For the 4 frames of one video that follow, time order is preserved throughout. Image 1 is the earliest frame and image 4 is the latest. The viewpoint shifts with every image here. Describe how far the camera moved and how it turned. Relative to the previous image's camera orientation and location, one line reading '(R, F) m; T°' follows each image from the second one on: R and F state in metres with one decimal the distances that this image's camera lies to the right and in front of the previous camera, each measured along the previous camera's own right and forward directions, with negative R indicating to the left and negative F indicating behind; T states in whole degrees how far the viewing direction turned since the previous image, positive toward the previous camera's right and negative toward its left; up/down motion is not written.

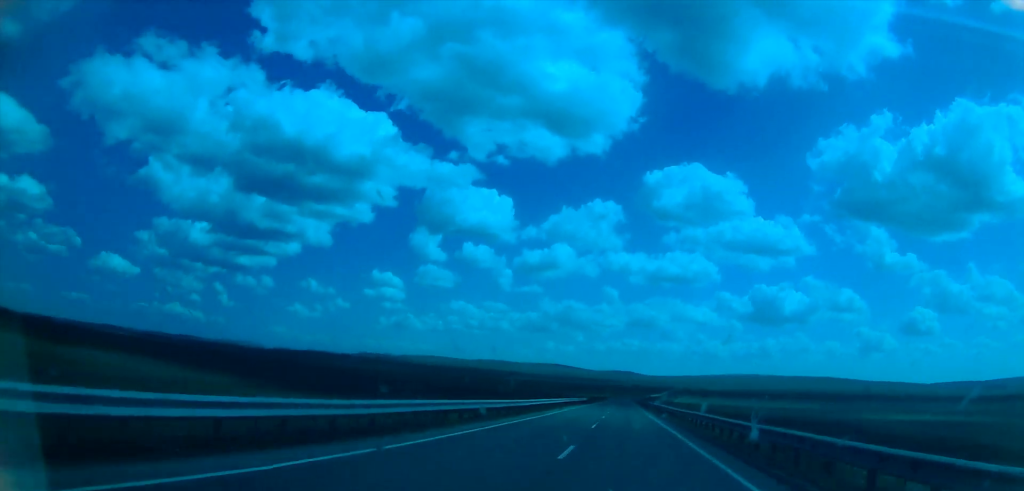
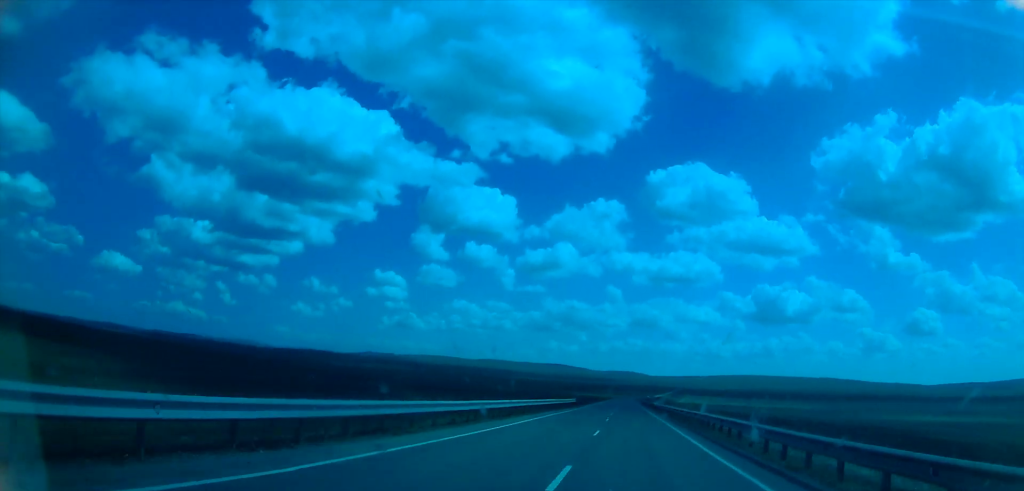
(-0.5, +27.5) m; 0°
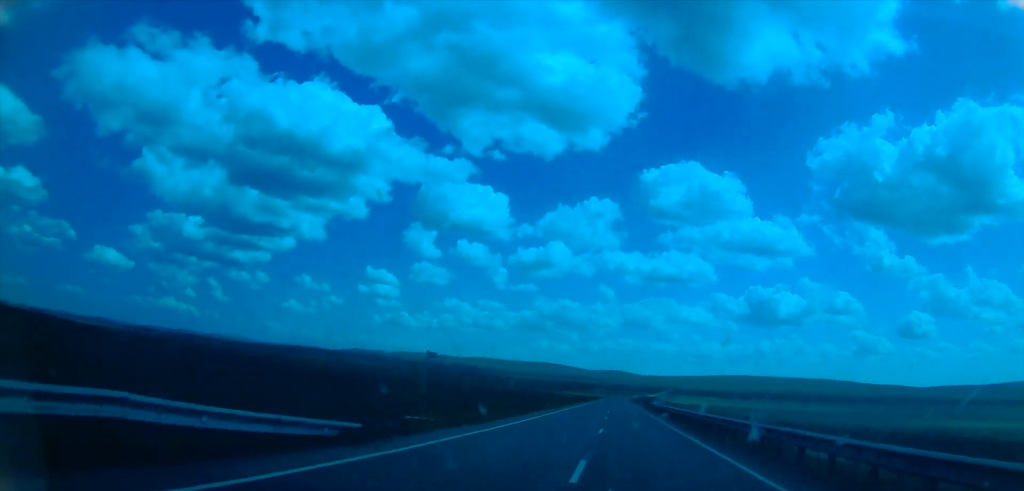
(+1.0, +57.8) m; +1°
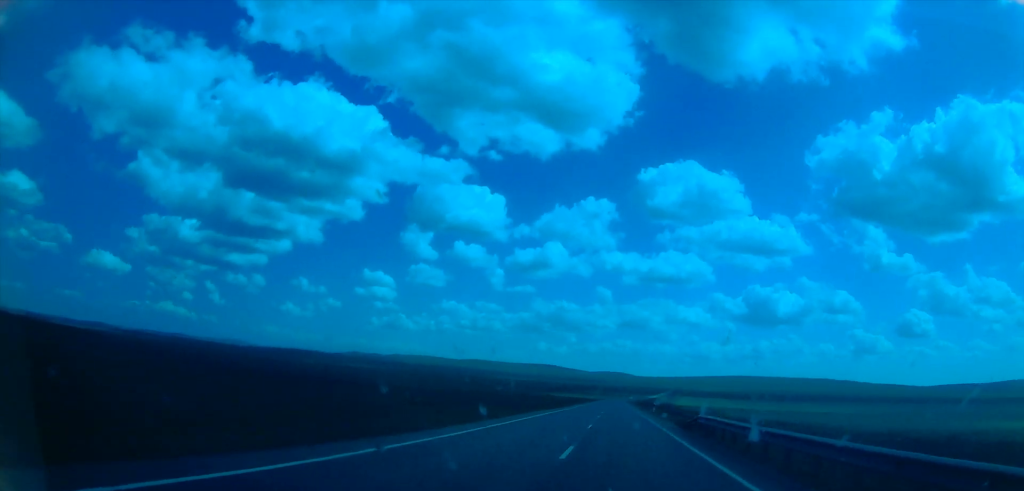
(-0.4, +44.5) m; 0°
